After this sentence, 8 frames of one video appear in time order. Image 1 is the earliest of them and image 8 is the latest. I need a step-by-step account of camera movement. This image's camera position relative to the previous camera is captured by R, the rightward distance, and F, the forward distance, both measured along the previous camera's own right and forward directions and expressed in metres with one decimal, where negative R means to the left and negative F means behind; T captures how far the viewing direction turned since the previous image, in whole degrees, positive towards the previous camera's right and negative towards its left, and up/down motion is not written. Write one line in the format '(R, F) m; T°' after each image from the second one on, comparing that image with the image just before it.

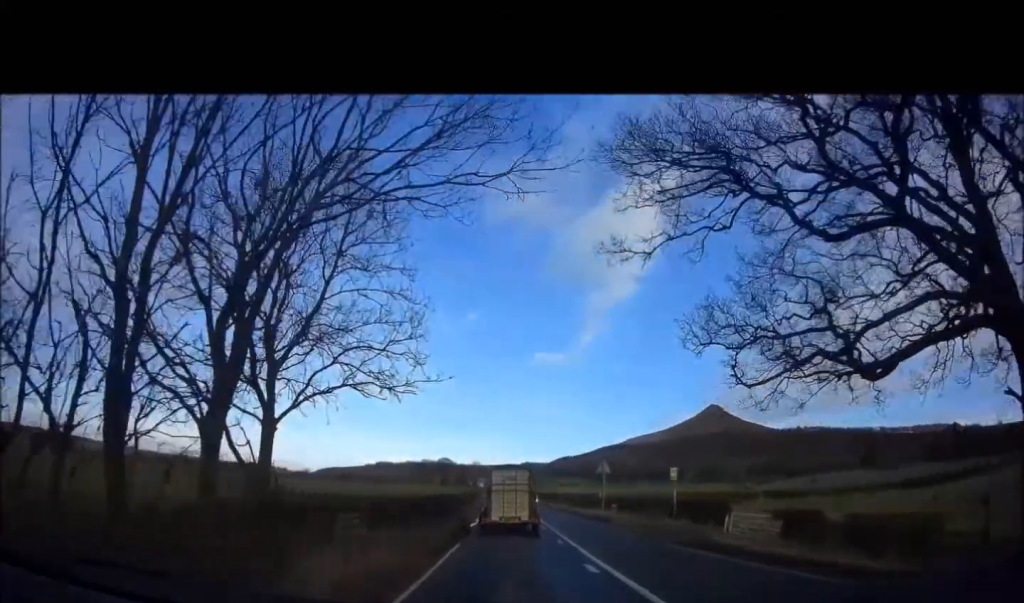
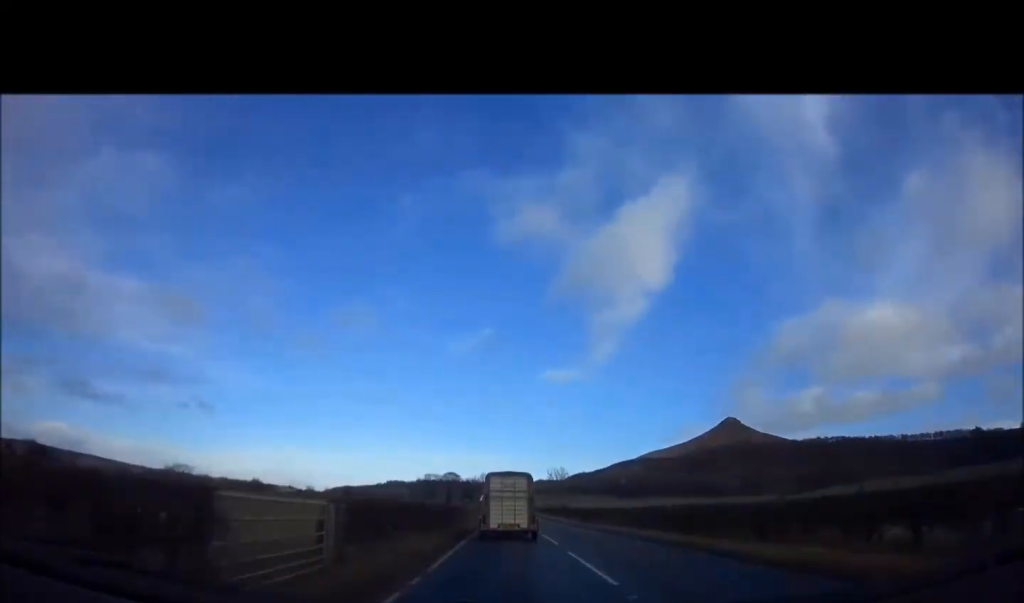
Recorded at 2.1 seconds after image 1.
(-0.1, +29.7) m; -1°
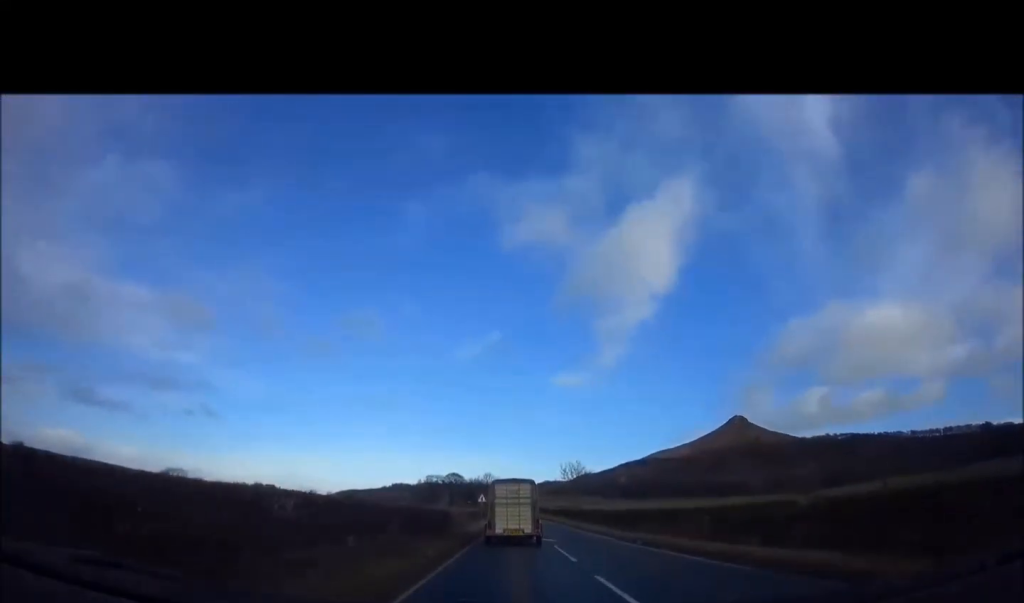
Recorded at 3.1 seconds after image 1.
(0.0, +13.8) m; -1°
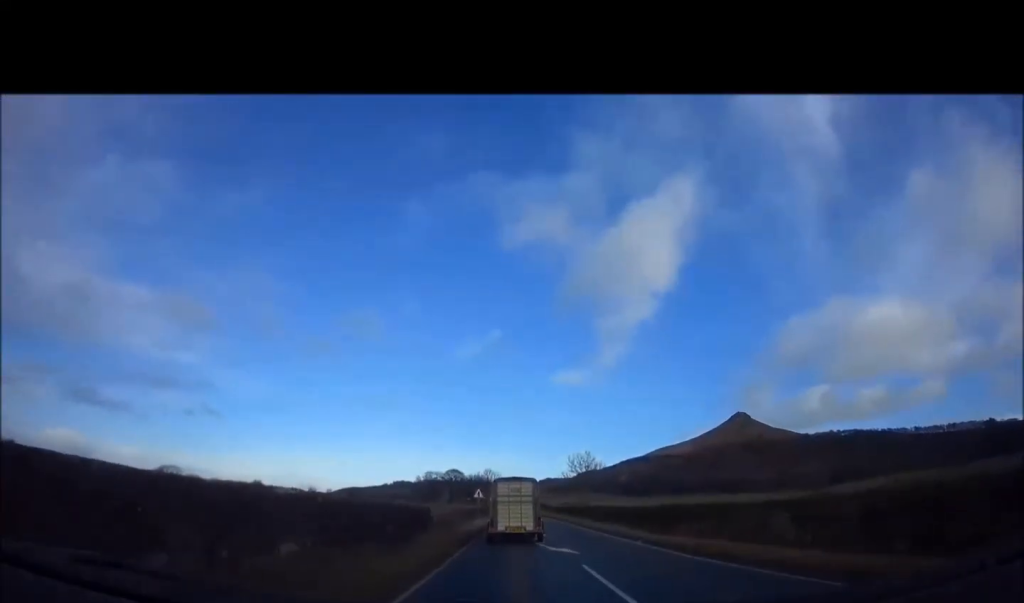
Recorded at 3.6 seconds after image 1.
(+0.1, +6.9) m; -1°
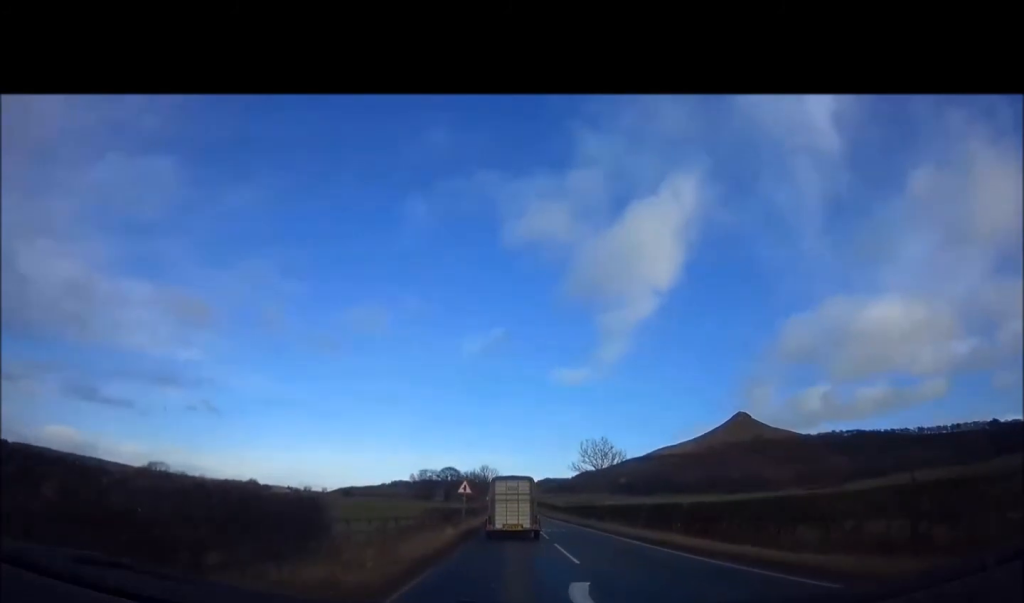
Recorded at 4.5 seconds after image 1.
(-0.3, +11.5) m; +1°
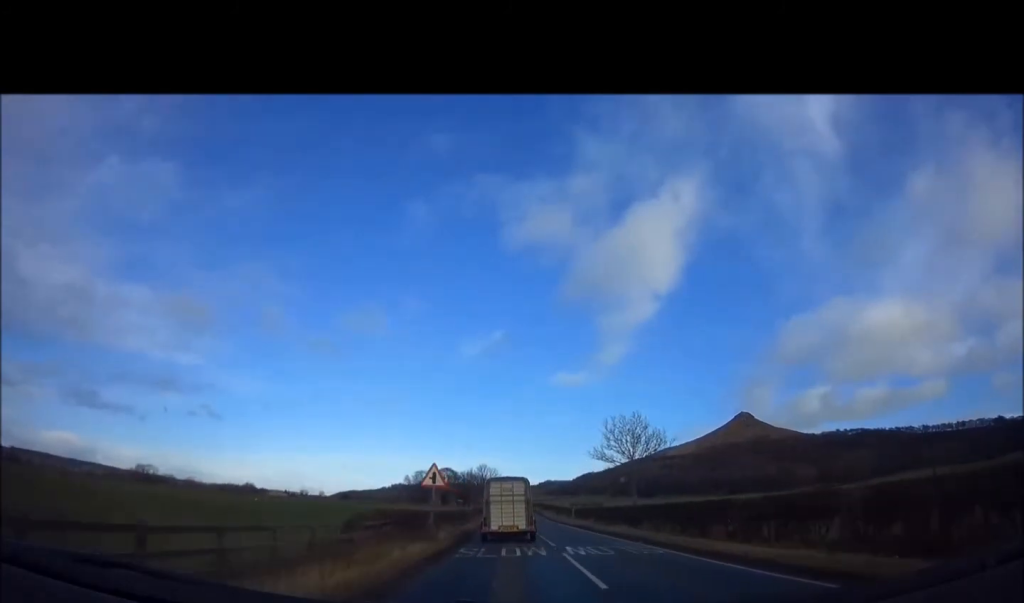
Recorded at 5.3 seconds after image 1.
(+0.3, +12.3) m; 0°
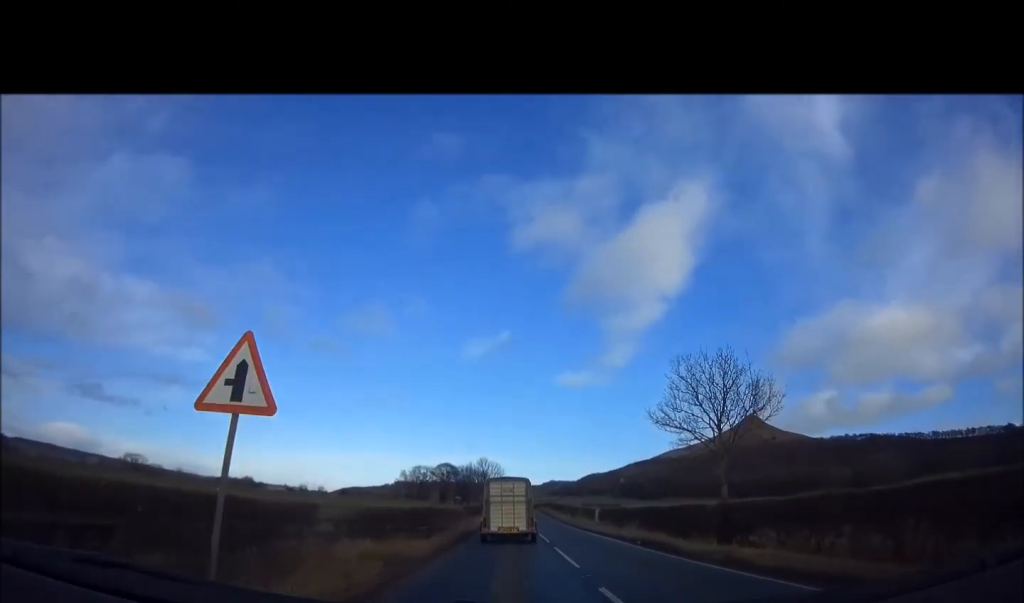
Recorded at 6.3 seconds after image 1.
(-0.2, +14.4) m; -1°
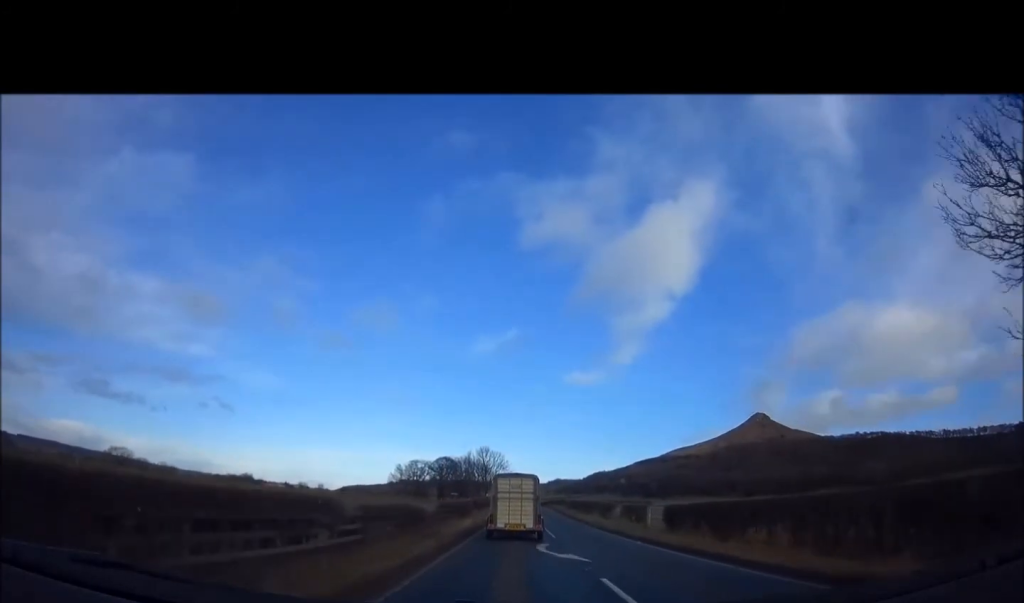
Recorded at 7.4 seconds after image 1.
(+0.1, +17.3) m; 0°
